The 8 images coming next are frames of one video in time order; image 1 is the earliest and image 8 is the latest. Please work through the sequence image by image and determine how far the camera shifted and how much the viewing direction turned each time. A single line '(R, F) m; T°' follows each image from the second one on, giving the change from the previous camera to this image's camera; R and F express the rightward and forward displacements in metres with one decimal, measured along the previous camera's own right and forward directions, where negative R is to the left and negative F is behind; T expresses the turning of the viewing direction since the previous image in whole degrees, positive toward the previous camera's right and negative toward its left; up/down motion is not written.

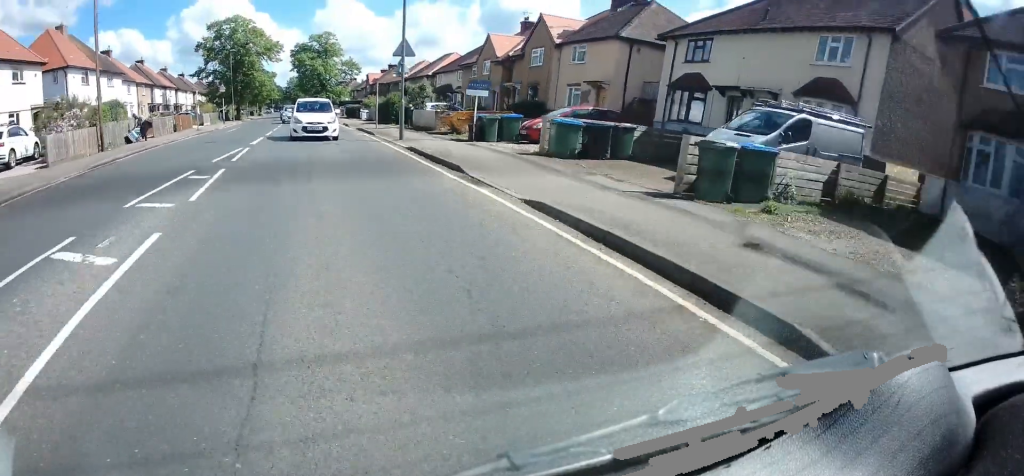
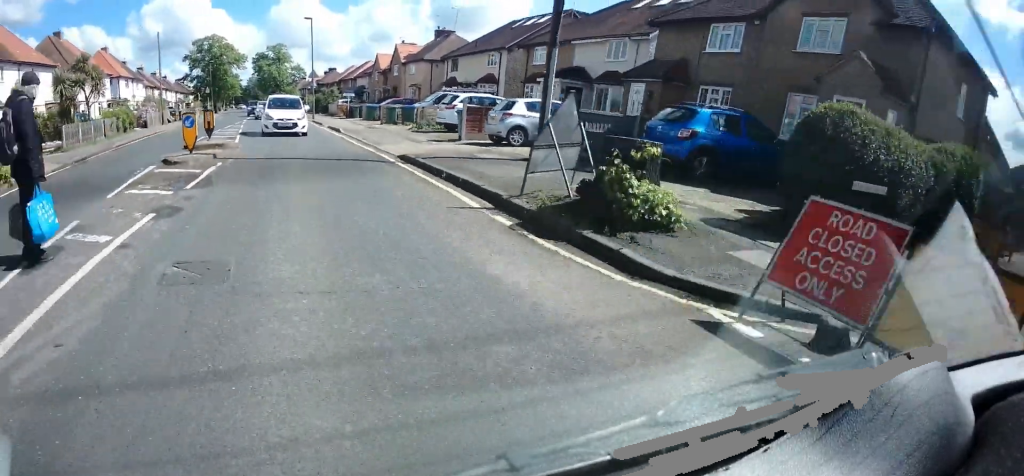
(+0.8, +23.0) m; +5°
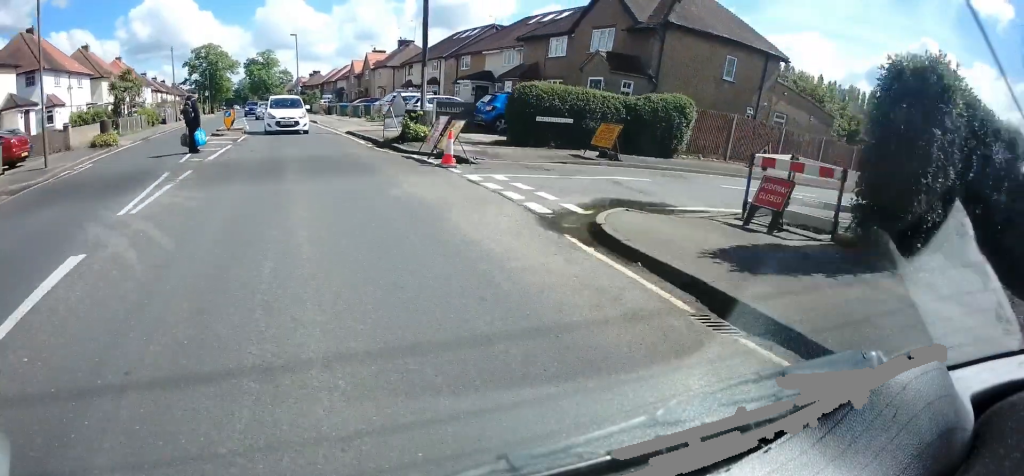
(+0.1, +10.6) m; 0°
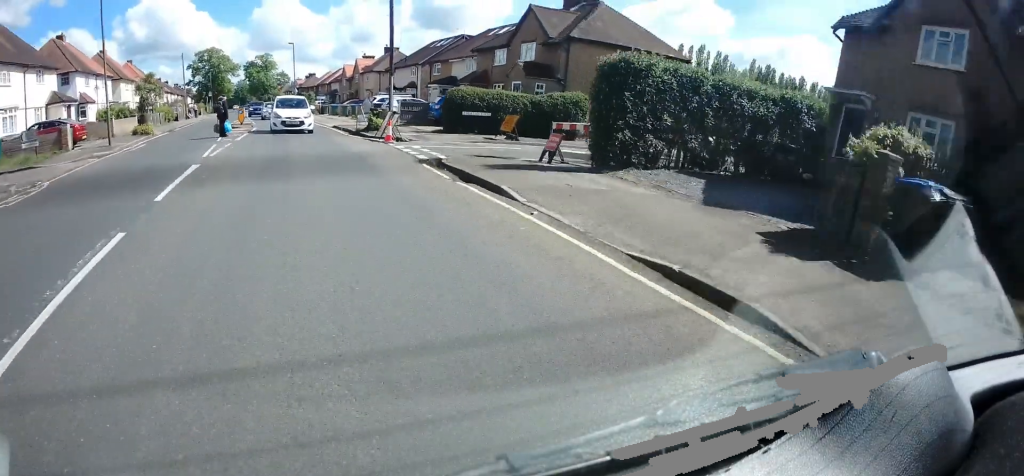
(0.0, +7.0) m; 0°
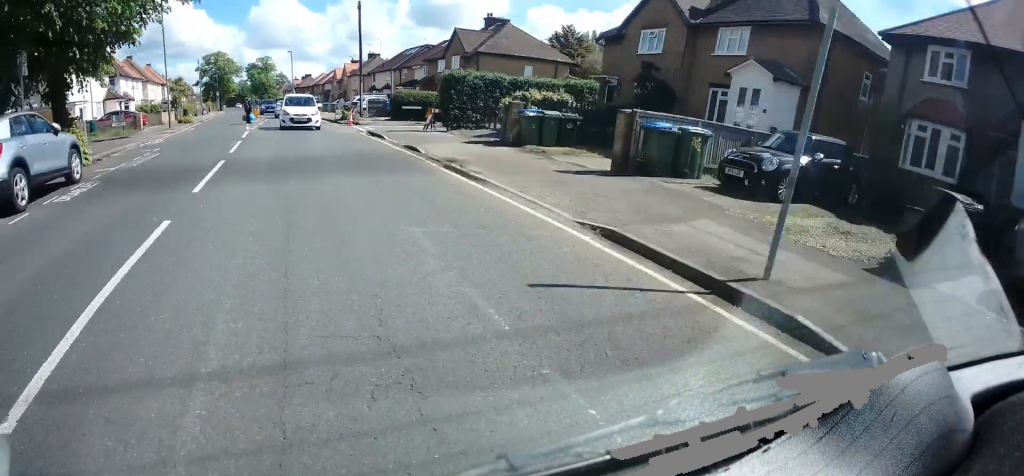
(0.0, +12.5) m; 0°
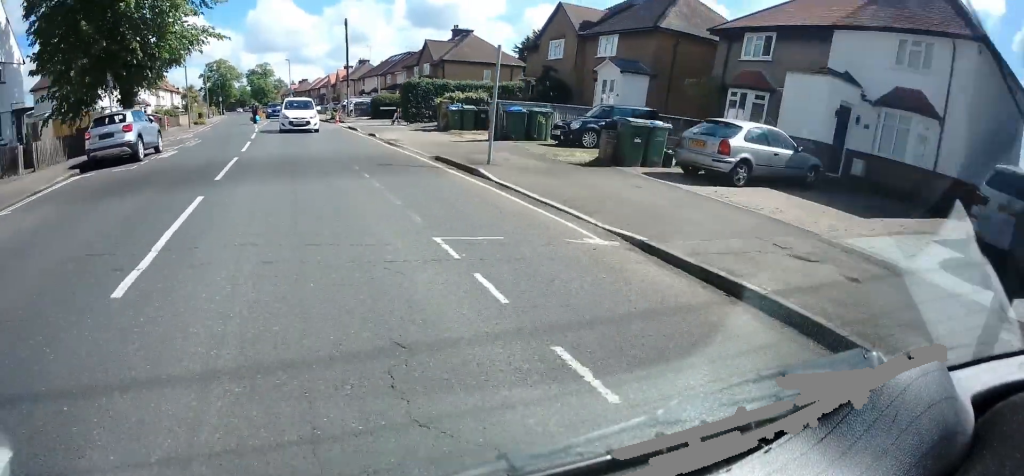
(0.0, +7.7) m; 0°
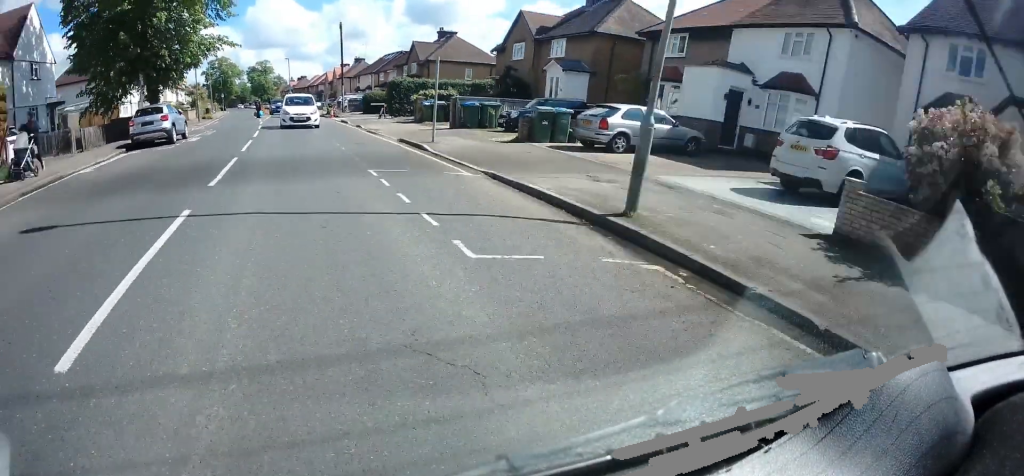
(0.0, +4.8) m; 0°
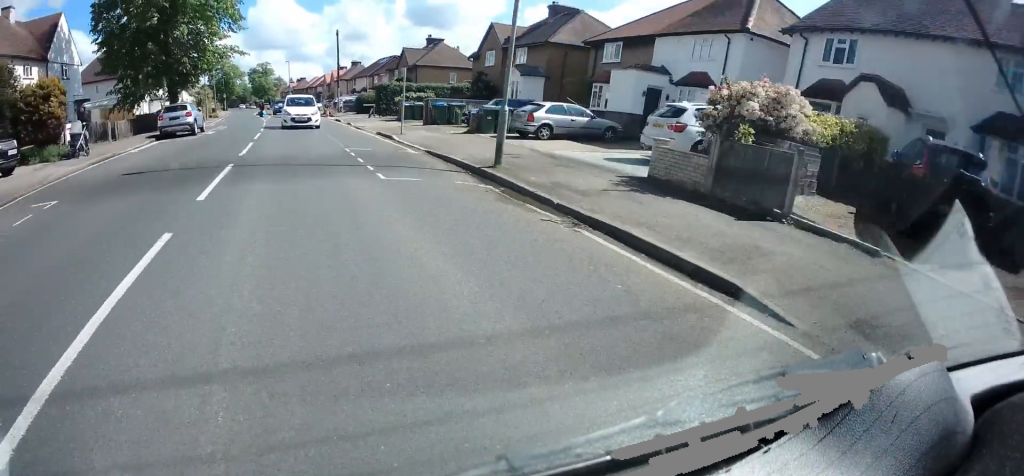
(0.0, +4.8) m; 0°
